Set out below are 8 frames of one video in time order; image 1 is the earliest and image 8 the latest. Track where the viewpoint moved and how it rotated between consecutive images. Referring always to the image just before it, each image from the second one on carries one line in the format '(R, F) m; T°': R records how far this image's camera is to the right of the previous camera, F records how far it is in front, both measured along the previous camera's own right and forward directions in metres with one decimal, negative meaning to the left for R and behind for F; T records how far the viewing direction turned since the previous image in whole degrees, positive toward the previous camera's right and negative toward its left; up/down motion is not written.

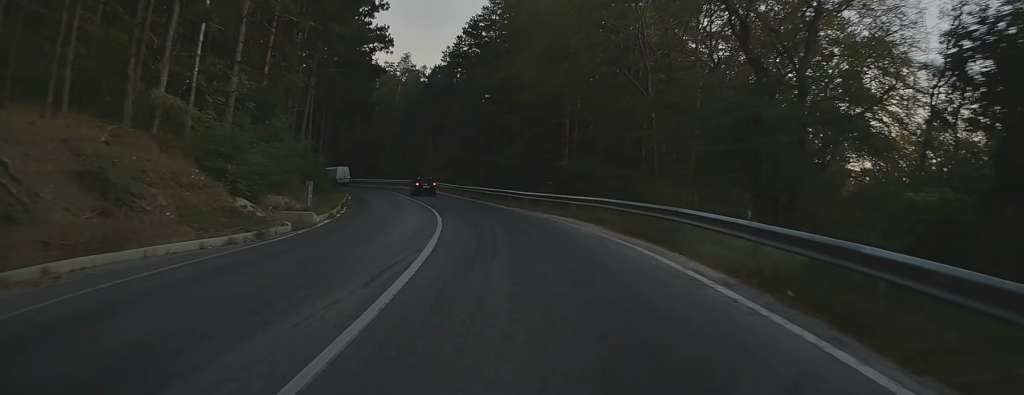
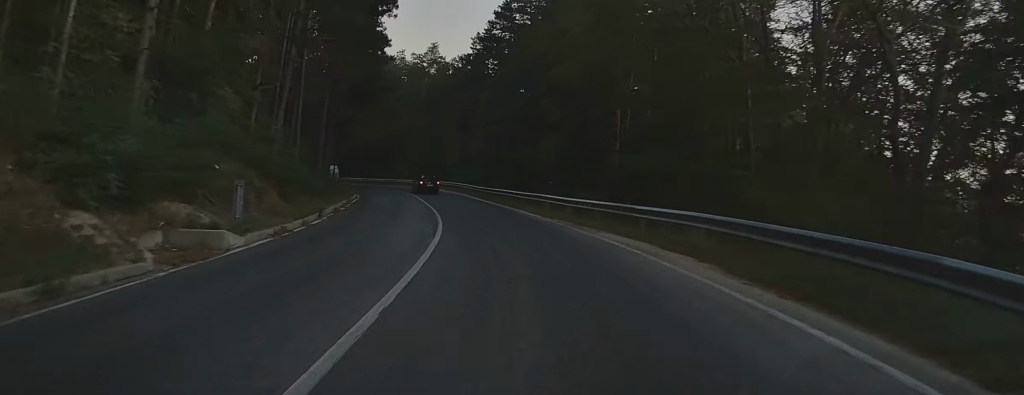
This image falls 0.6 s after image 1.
(-0.1, +9.2) m; -2°
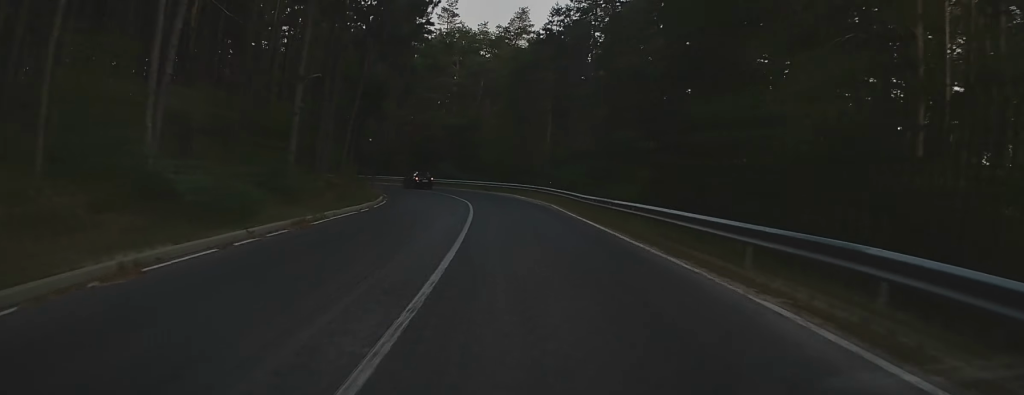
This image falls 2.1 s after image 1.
(-1.2, +22.9) m; -5°
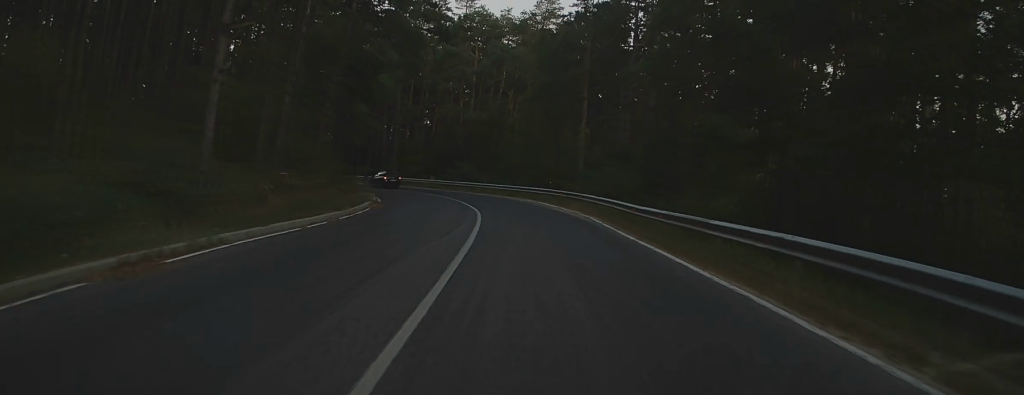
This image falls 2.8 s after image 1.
(-0.2, +9.0) m; -2°
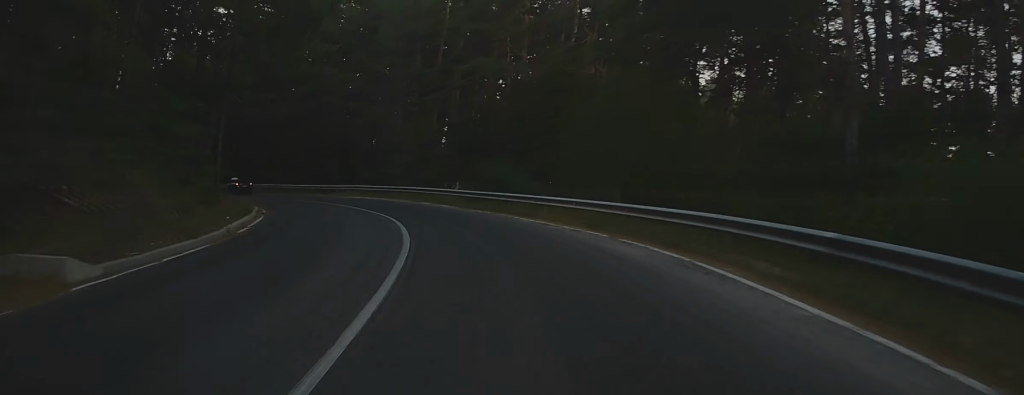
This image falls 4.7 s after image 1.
(-2.0, +25.7) m; -12°
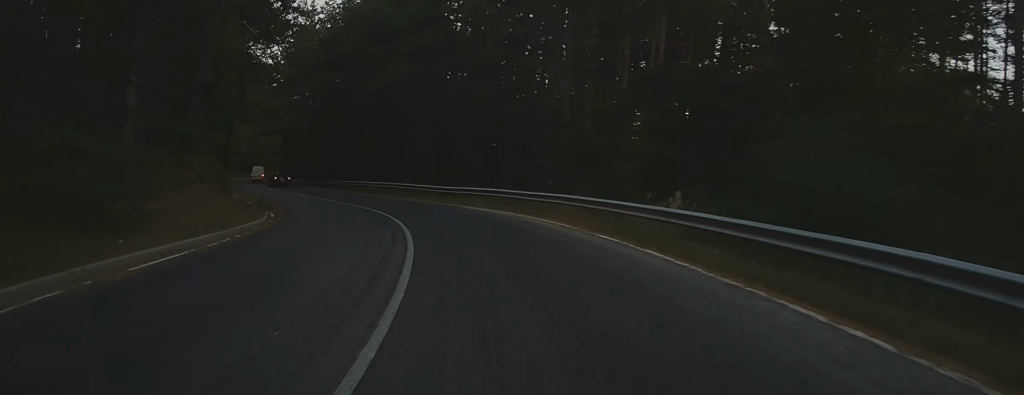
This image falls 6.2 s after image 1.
(-2.2, +19.6) m; -14°
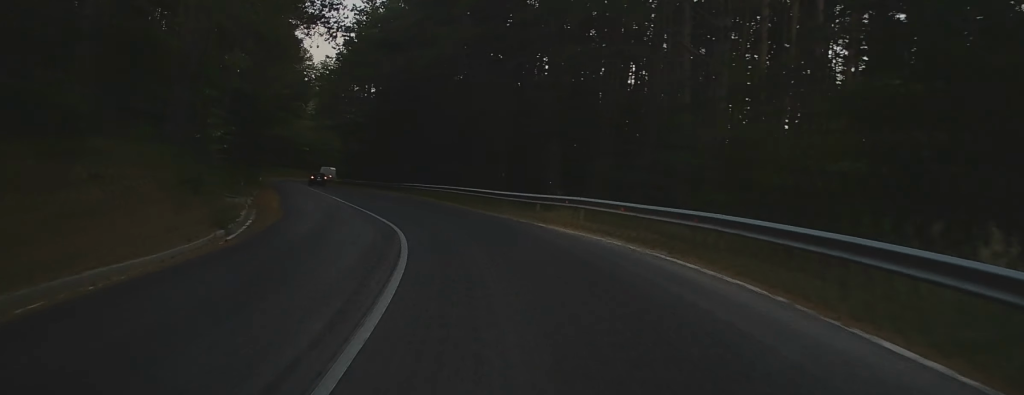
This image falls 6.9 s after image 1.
(-0.8, +9.5) m; -6°
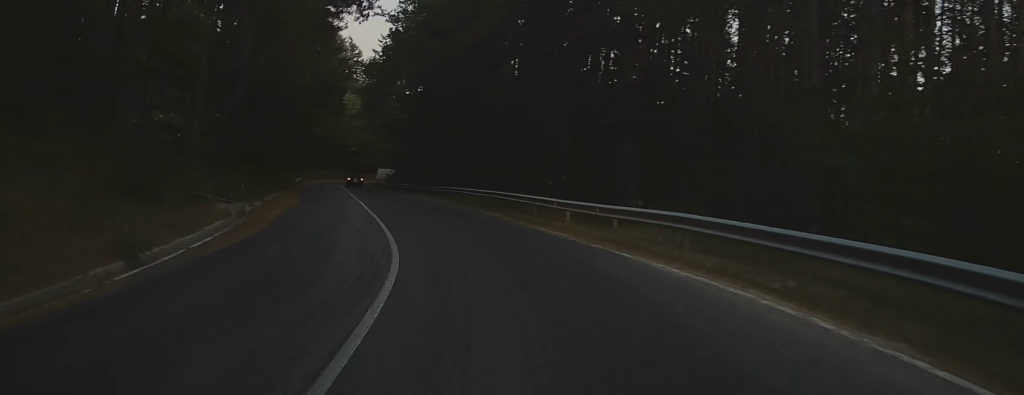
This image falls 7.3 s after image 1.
(-0.3, +6.4) m; -4°
